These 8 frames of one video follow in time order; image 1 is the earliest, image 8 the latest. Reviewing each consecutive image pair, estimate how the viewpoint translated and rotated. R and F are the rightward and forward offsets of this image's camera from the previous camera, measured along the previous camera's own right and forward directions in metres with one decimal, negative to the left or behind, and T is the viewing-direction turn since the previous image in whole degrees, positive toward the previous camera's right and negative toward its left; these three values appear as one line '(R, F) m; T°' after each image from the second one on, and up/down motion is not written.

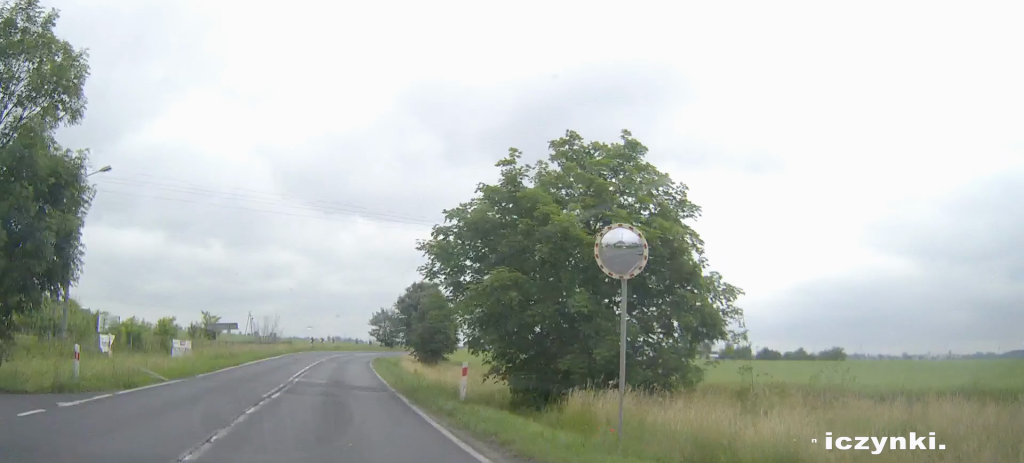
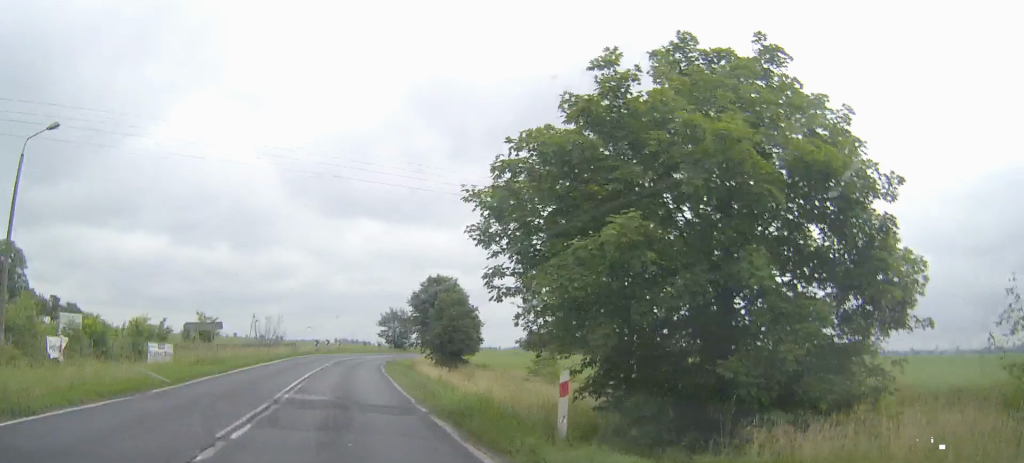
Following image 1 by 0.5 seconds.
(-0.1, +7.4) m; -1°
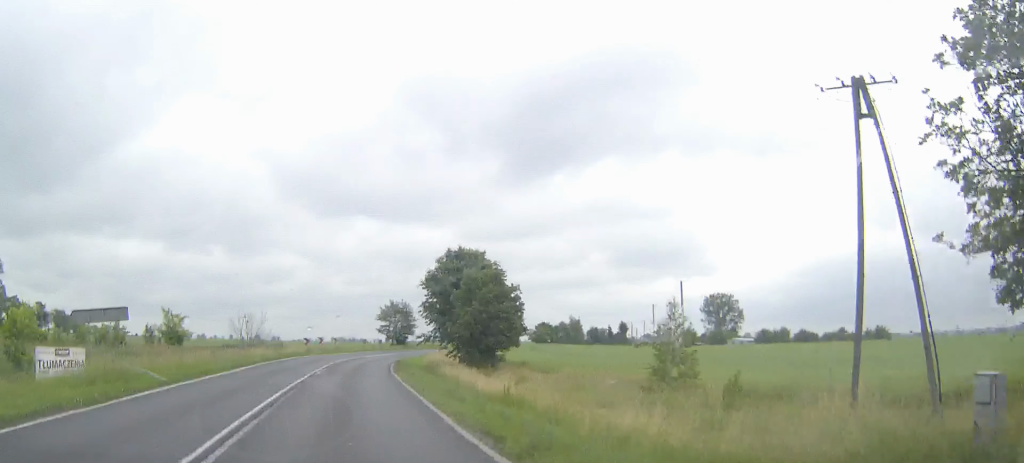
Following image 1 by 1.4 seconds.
(-0.3, +14.2) m; -1°
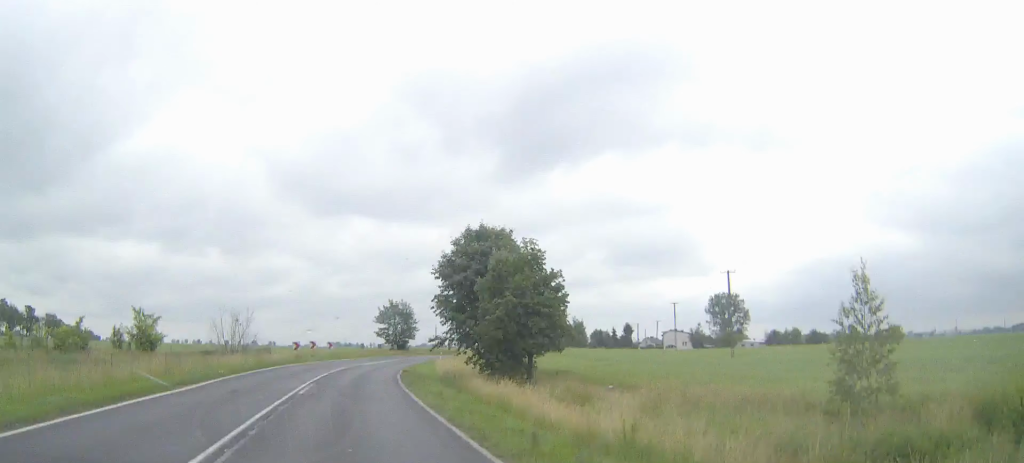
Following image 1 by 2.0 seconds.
(0.0, +8.6) m; 0°
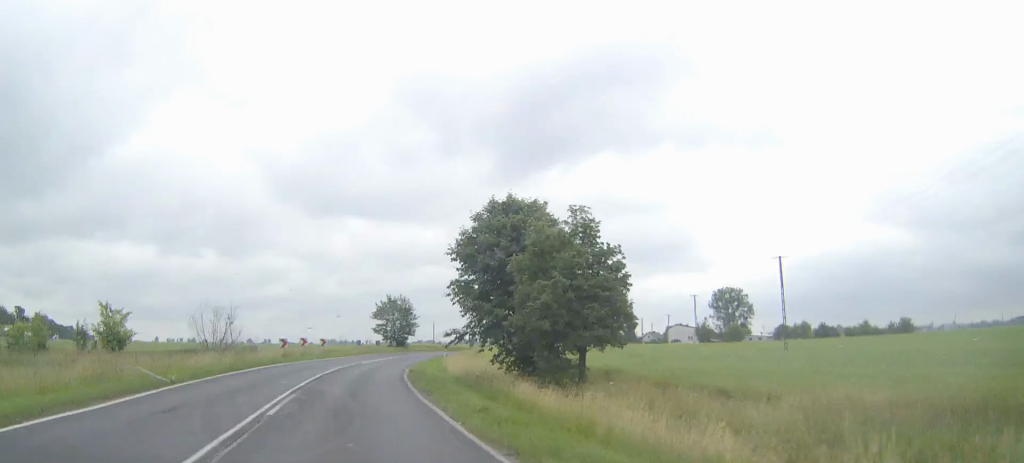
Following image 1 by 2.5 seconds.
(0.0, +8.0) m; 0°
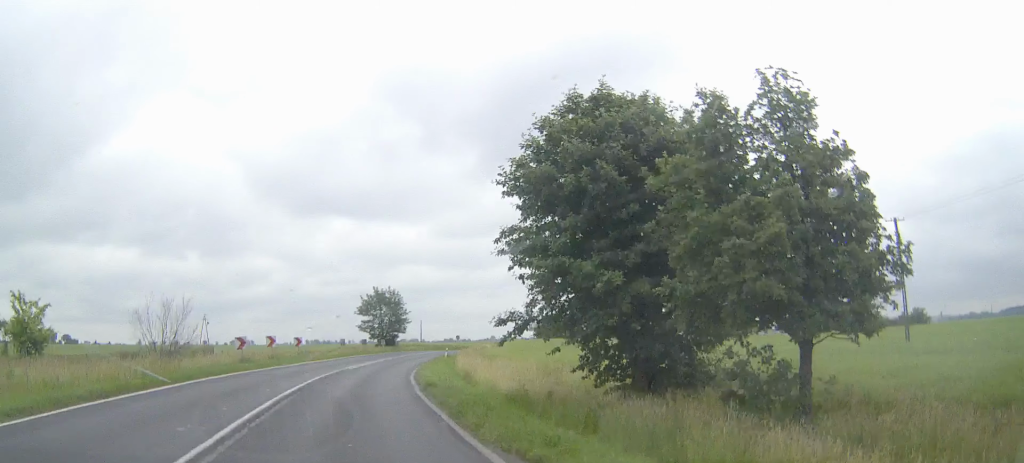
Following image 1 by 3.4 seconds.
(0.0, +13.5) m; +1°
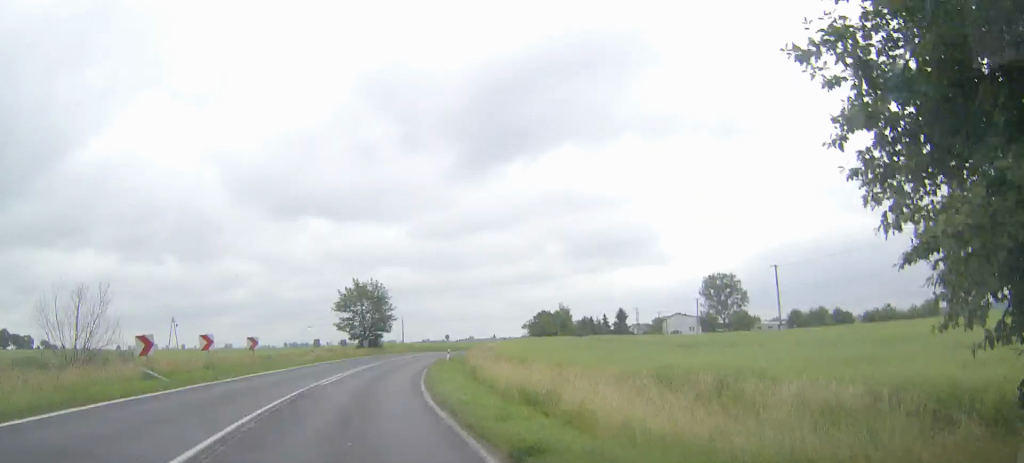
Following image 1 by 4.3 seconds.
(+0.2, +14.1) m; +2°
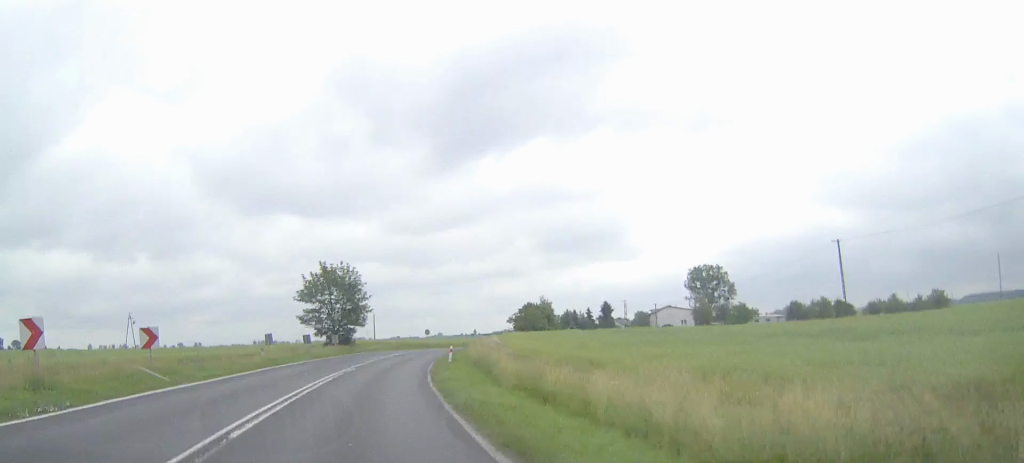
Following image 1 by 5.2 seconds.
(+0.2, +14.7) m; +2°
